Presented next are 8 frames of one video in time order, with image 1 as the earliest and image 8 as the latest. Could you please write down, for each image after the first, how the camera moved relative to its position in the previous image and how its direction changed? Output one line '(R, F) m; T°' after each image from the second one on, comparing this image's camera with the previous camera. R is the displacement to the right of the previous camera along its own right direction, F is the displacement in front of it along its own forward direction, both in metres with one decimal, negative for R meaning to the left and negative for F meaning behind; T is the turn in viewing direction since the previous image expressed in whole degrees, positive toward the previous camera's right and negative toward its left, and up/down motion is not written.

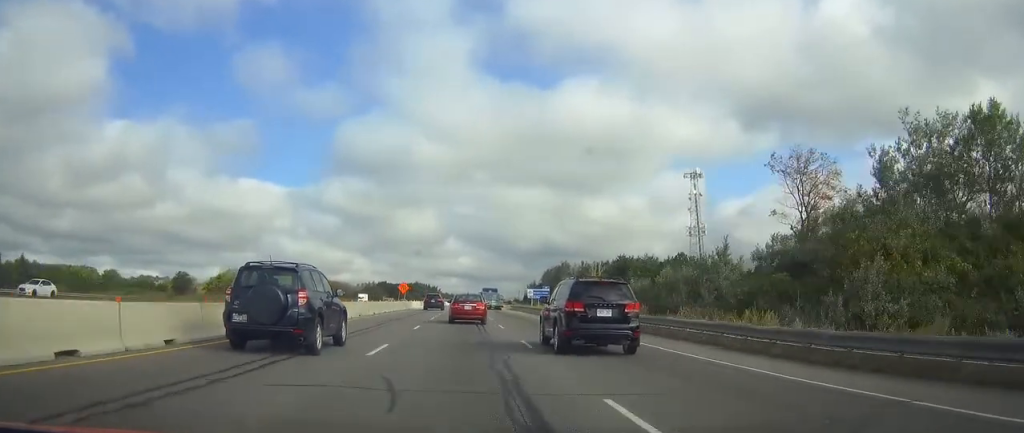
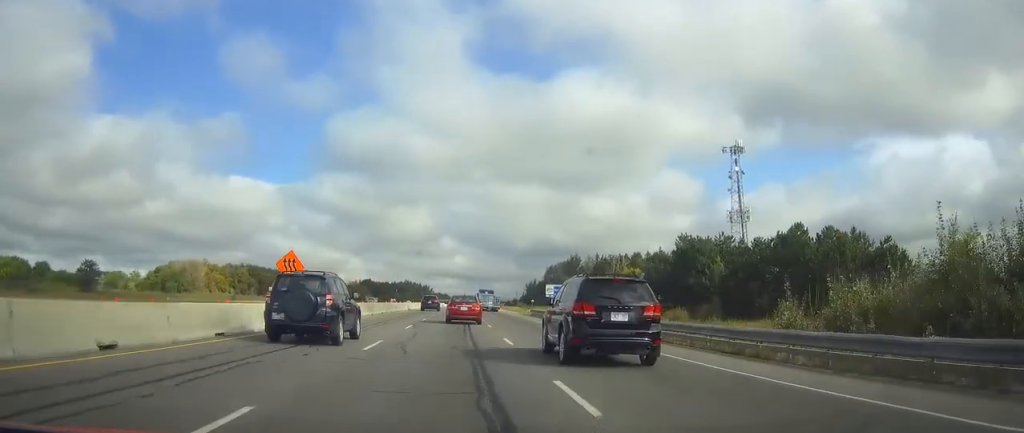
(+0.1, +46.7) m; 0°
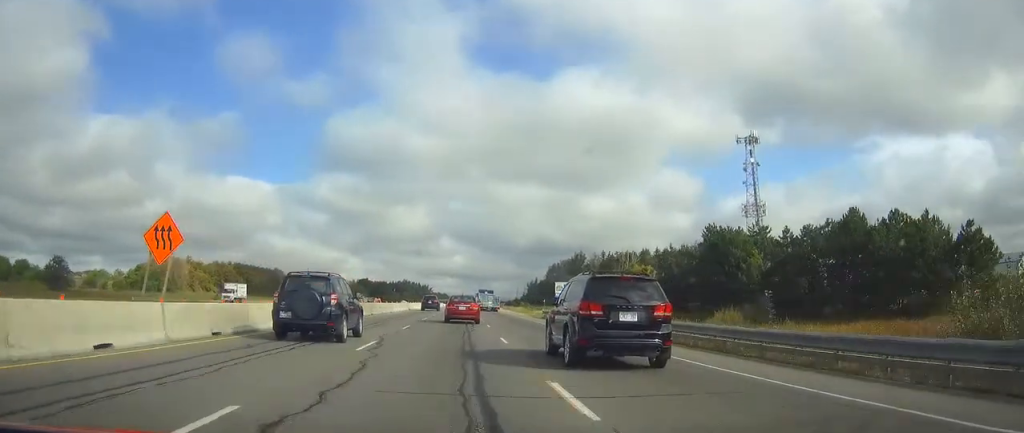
(0.0, +12.3) m; 0°
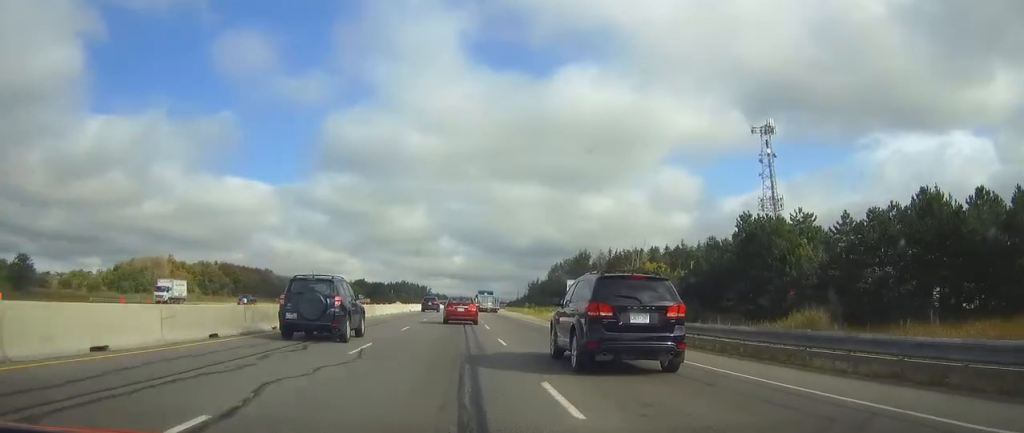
(0.0, +12.2) m; 0°
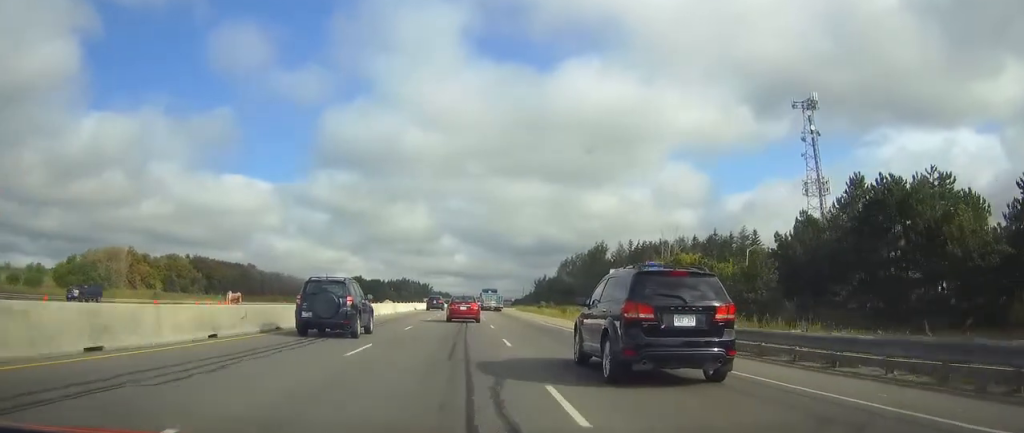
(0.0, +24.5) m; 0°
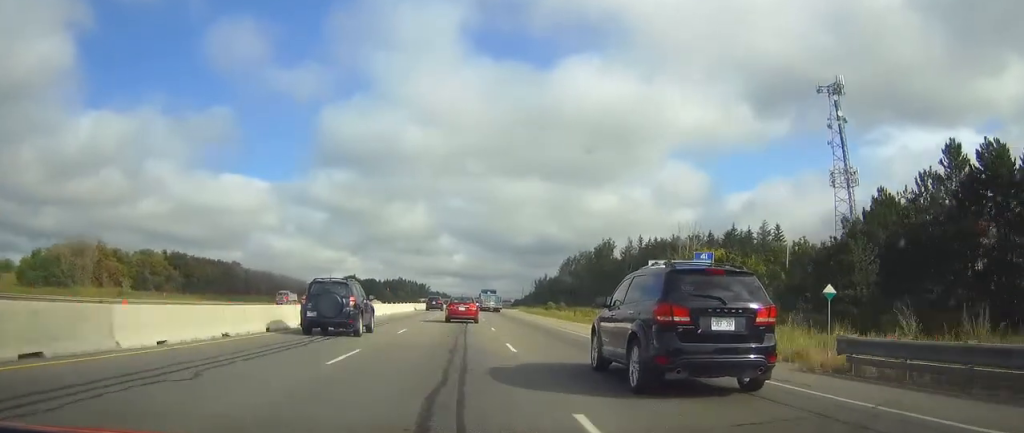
(0.0, +14.1) m; 0°
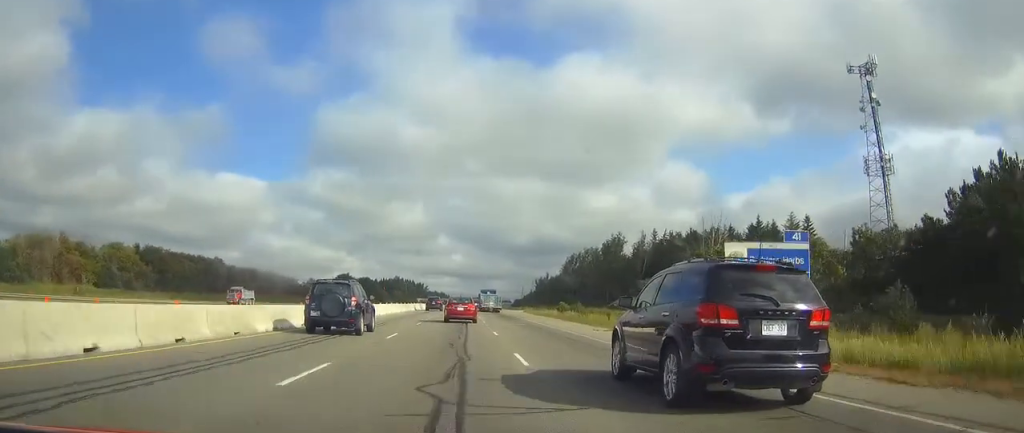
(0.0, +15.2) m; 0°
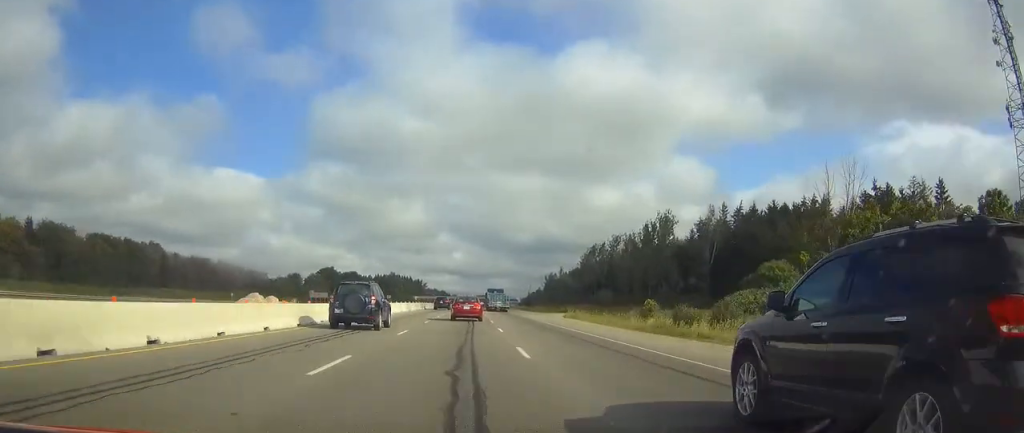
(-0.1, +45.8) m; 0°
